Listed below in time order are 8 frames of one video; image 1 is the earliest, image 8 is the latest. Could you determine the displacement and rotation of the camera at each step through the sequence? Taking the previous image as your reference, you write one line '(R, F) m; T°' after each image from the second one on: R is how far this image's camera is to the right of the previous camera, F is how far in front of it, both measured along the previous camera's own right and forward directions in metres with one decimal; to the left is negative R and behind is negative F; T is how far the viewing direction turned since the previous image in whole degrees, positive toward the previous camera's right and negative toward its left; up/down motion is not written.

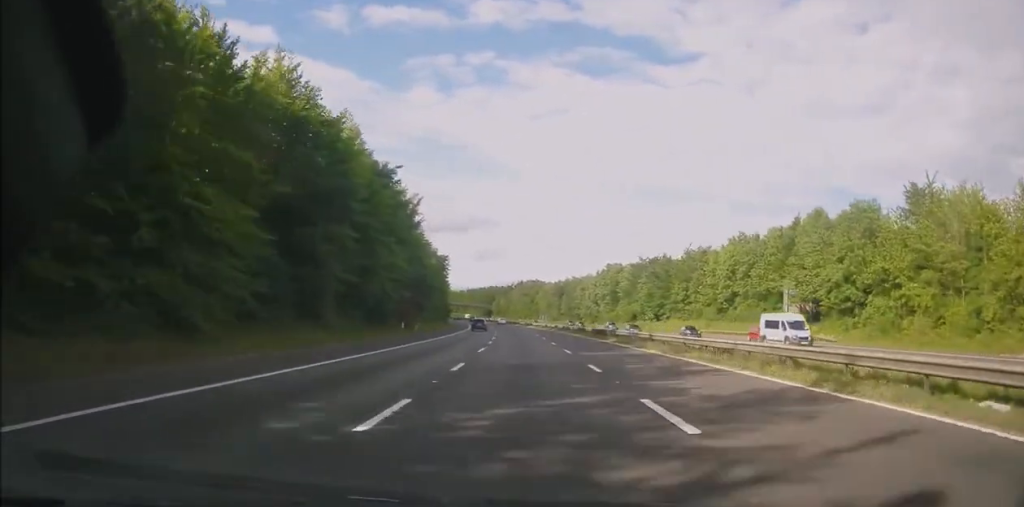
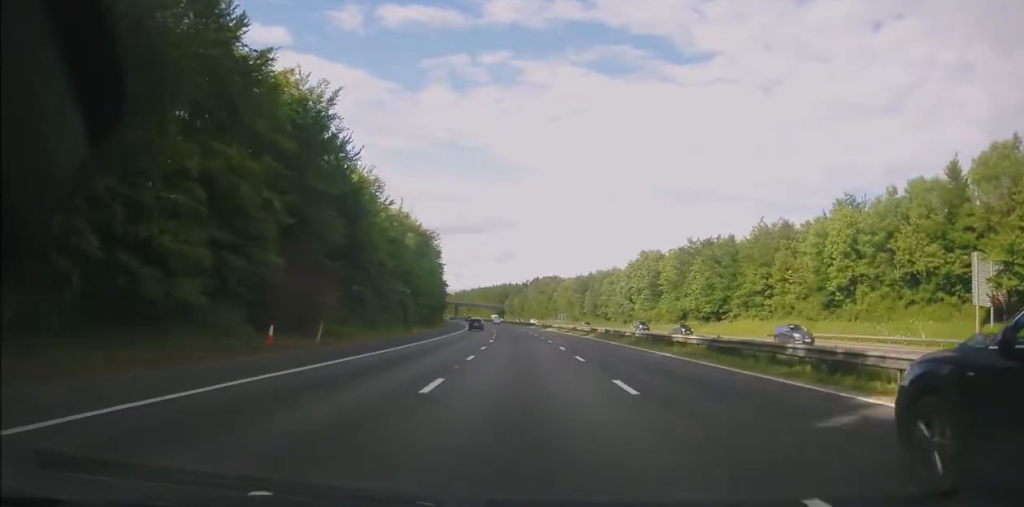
(-0.4, +32.1) m; -1°
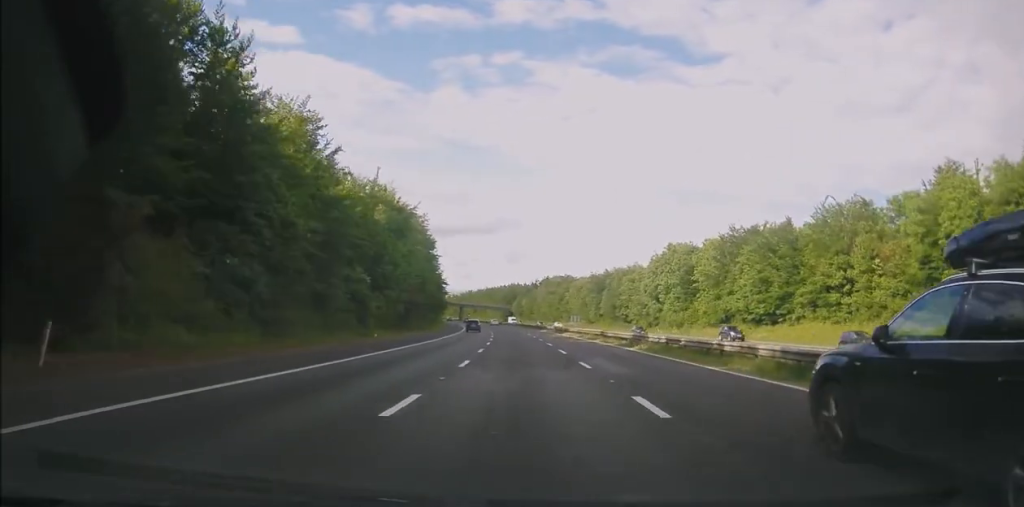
(-0.1, +19.0) m; -1°
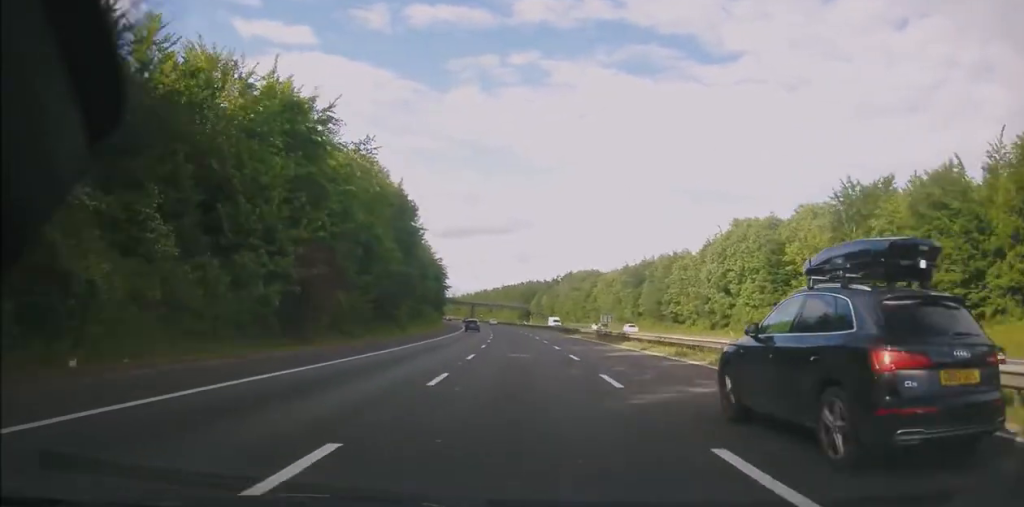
(-0.5, +31.9) m; -2°
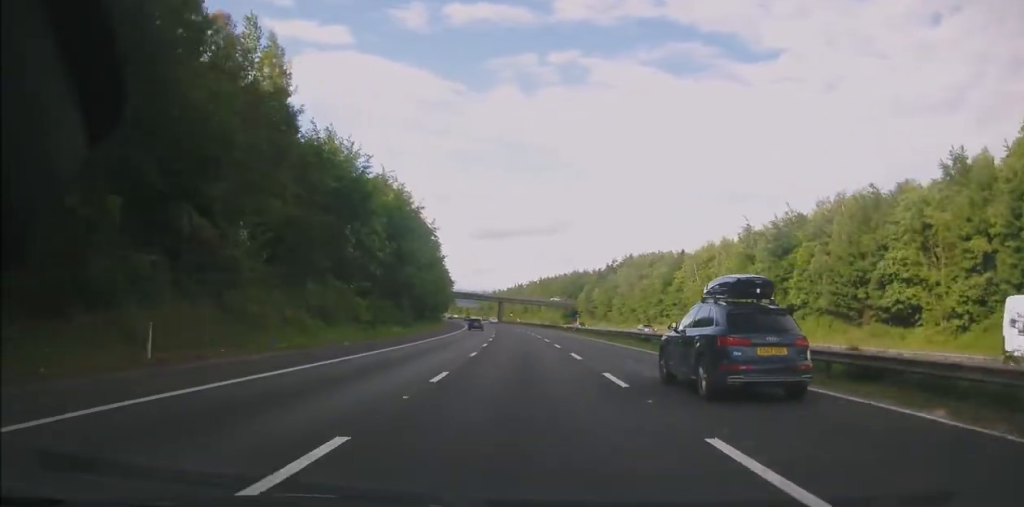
(-1.7, +61.3) m; -3°
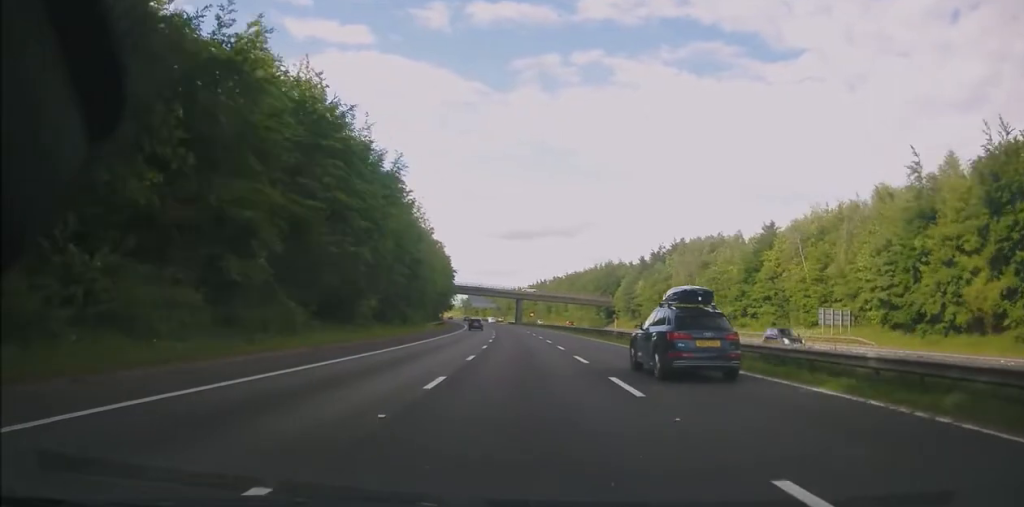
(-0.7, +37.1) m; -2°
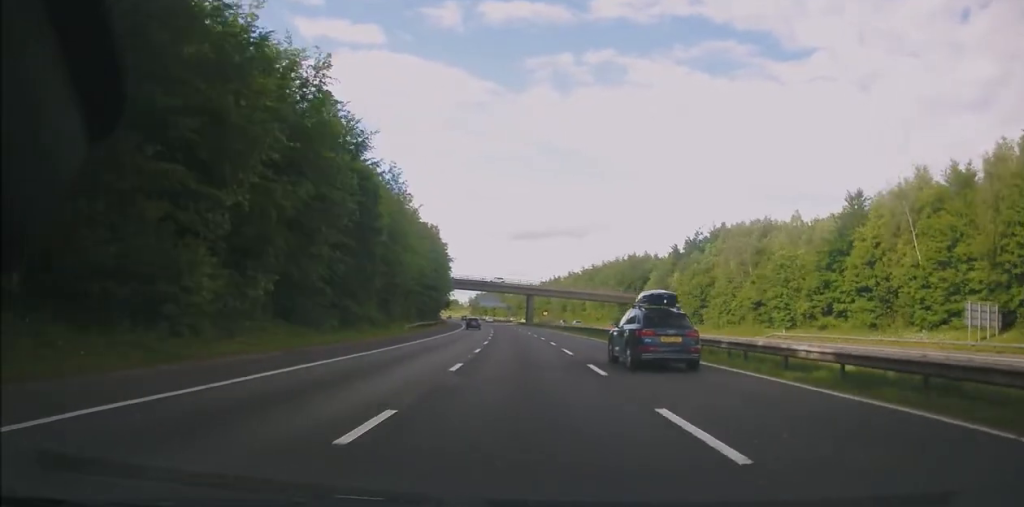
(-0.2, +22.5) m; -1°
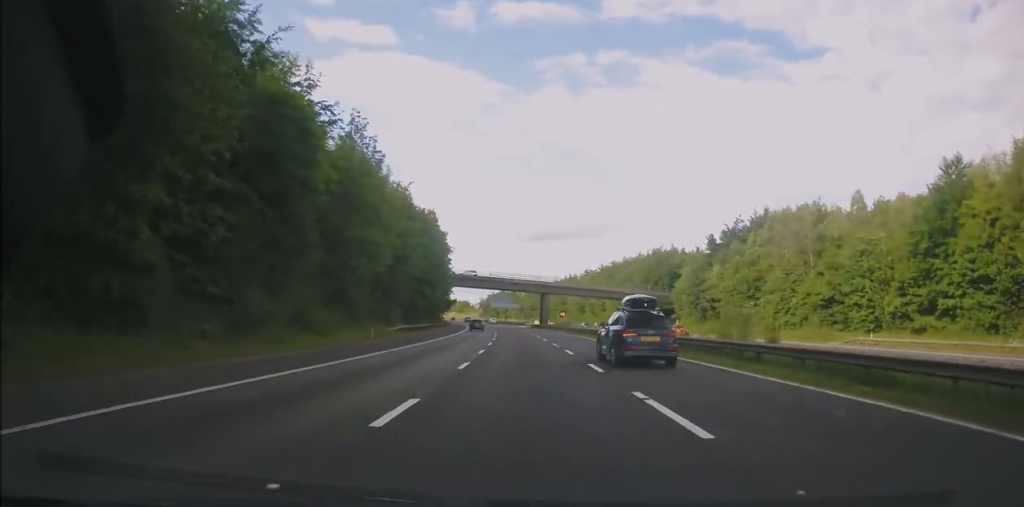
(+0.2, +16.7) m; -1°
